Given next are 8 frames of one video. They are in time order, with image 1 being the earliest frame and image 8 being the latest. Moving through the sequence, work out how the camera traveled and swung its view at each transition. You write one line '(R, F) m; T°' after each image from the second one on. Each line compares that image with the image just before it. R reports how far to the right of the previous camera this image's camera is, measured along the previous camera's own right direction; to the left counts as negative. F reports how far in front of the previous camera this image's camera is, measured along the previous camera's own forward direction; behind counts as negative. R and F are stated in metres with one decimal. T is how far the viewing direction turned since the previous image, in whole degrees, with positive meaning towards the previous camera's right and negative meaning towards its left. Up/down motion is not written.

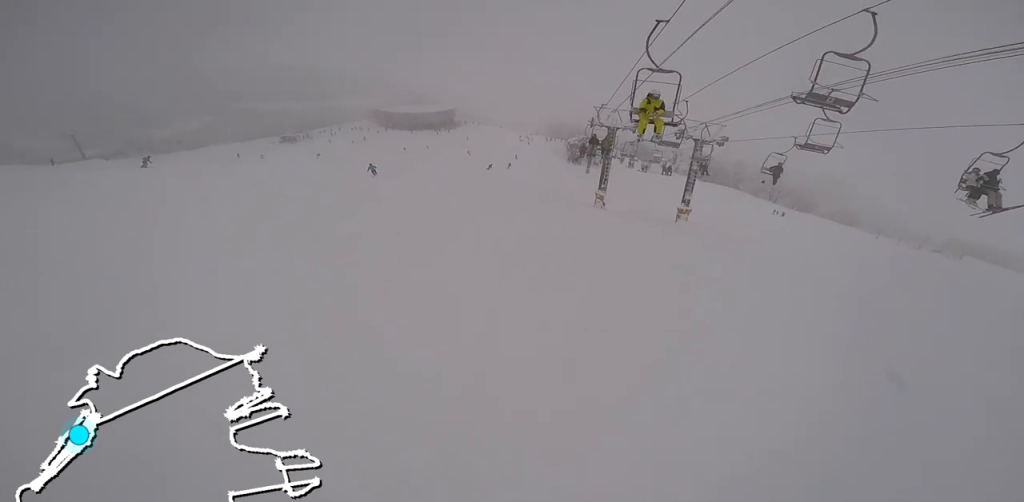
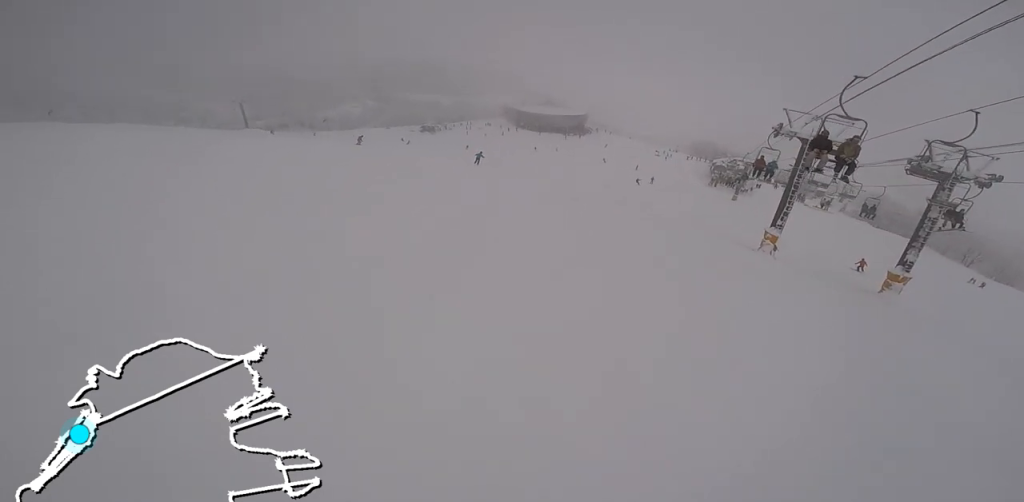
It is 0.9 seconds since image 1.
(+0.1, +7.7) m; +4°
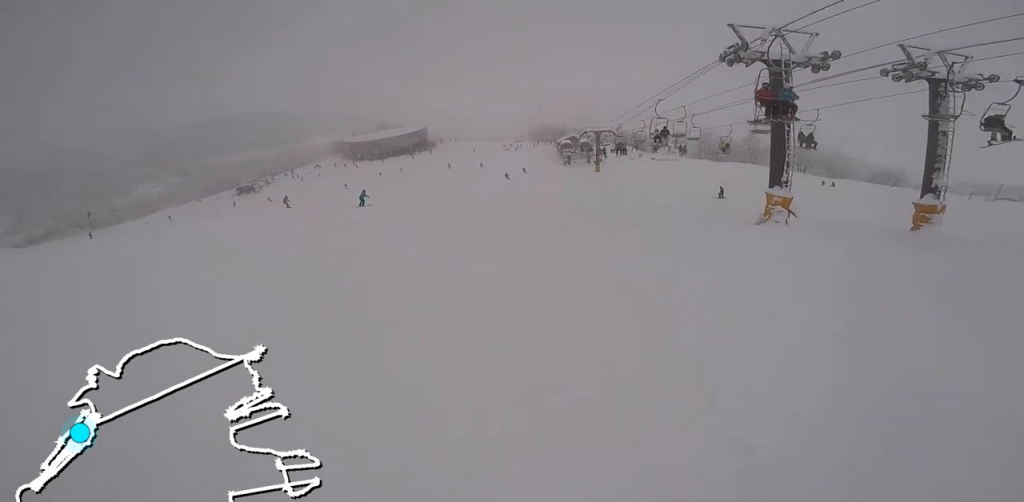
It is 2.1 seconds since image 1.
(+0.8, +10.3) m; +2°
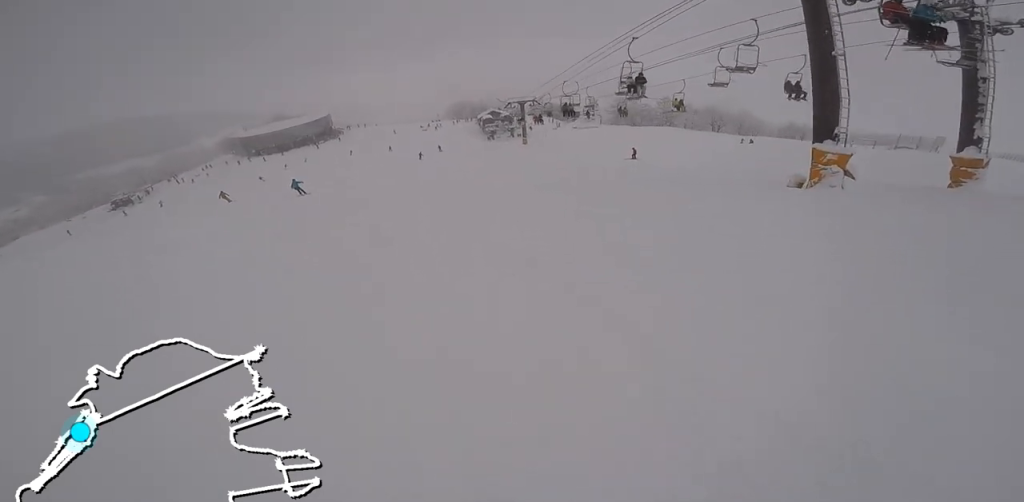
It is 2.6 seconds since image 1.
(-0.3, +5.6) m; +3°
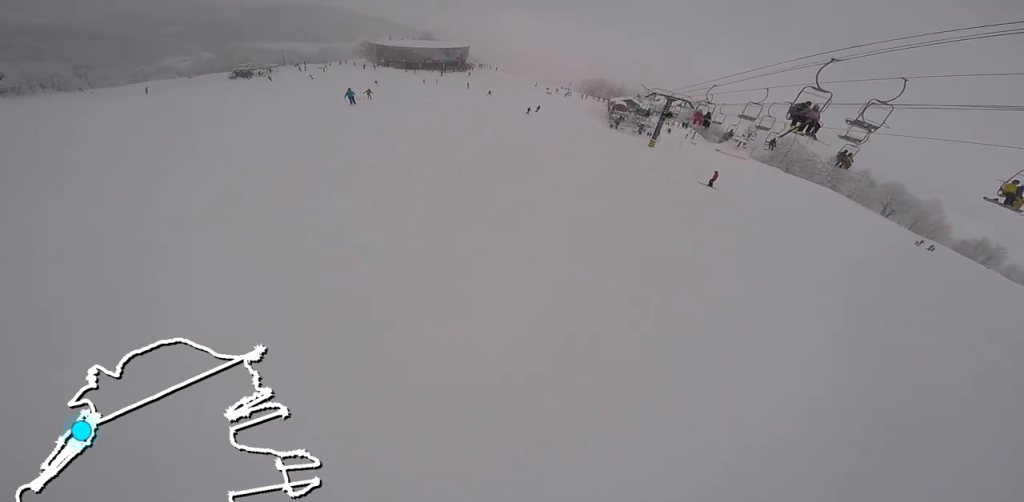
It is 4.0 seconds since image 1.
(+1.3, +13.0) m; -2°
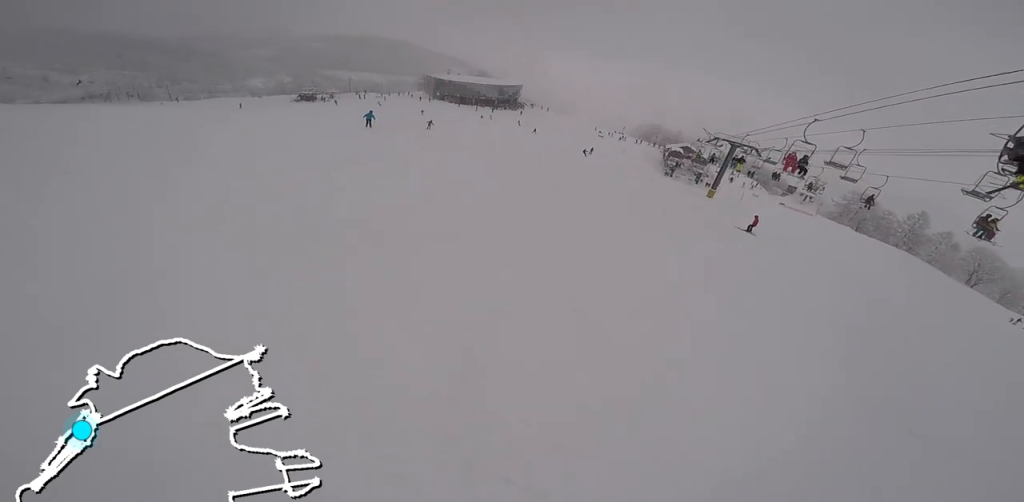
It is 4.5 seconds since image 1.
(-0.4, +4.8) m; -3°
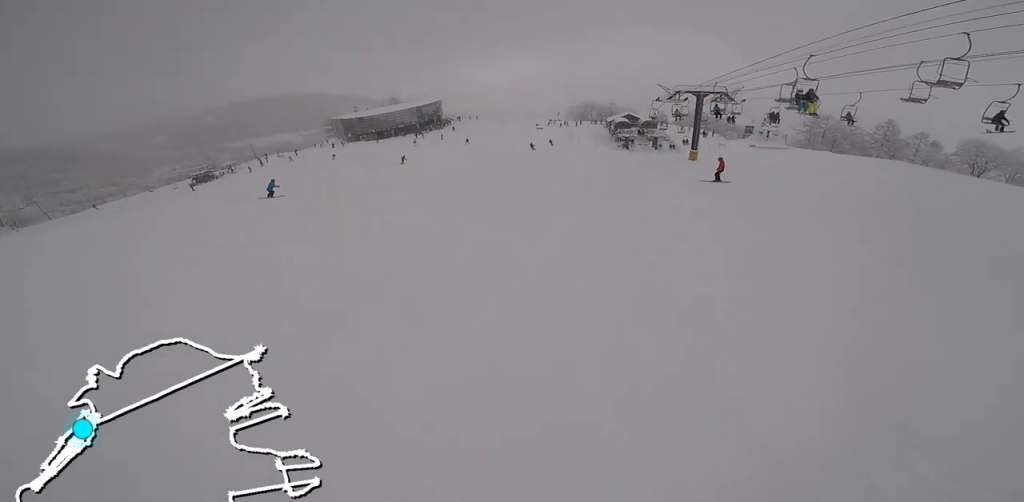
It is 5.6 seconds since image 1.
(-1.1, +11.5) m; +7°
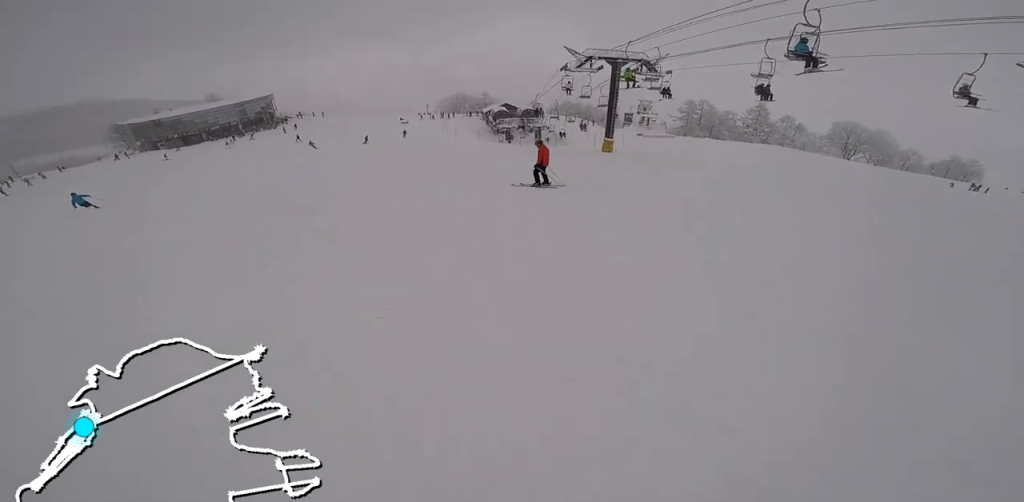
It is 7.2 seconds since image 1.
(+4.1, +15.6) m; +10°
